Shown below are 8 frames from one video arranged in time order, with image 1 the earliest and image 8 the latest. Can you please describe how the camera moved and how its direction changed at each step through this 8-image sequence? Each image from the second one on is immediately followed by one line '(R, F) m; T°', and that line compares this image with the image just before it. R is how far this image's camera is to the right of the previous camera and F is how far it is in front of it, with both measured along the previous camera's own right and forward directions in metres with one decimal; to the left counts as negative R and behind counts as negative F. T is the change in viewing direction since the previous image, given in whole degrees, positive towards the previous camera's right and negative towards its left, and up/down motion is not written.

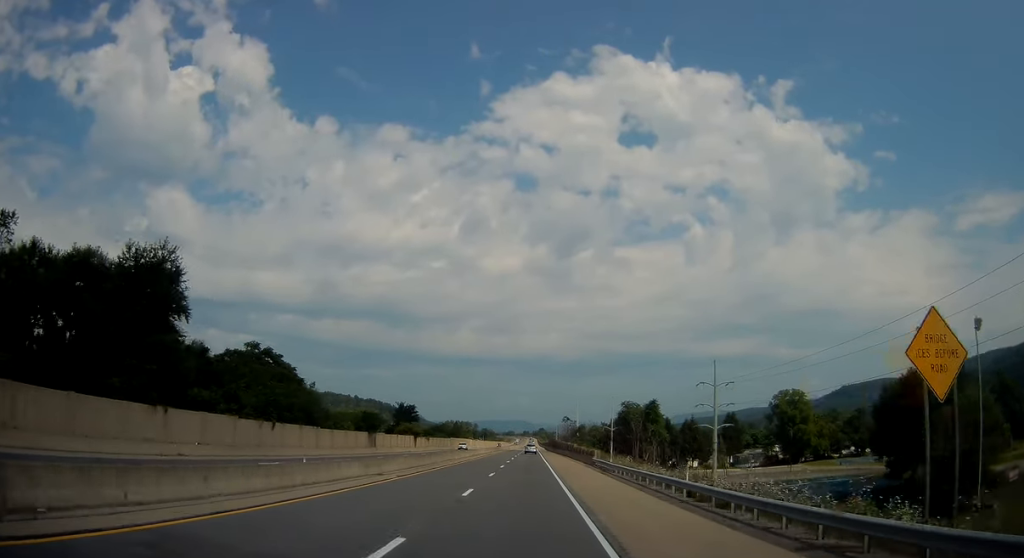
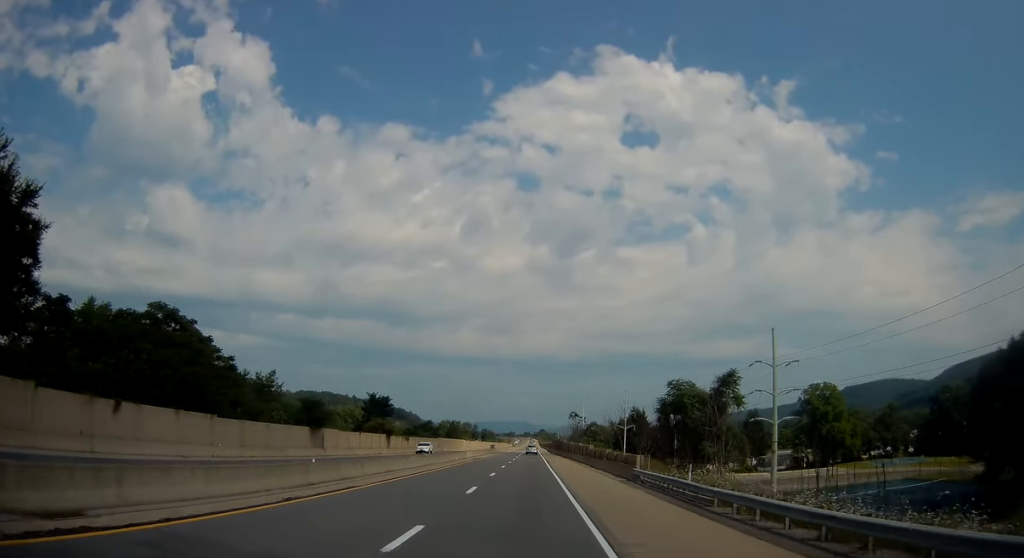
(+0.1, +23.1) m; 0°
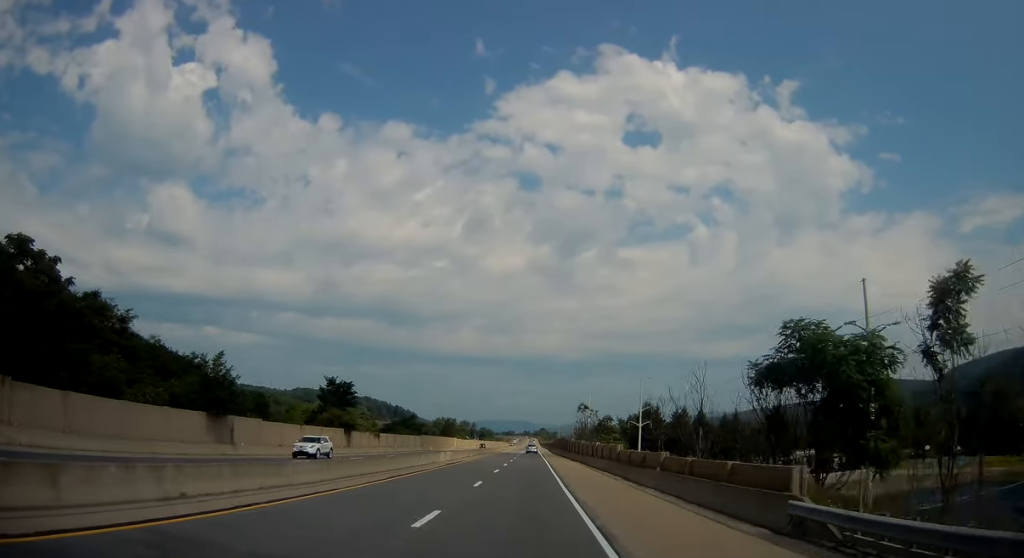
(-0.1, +21.4) m; 0°
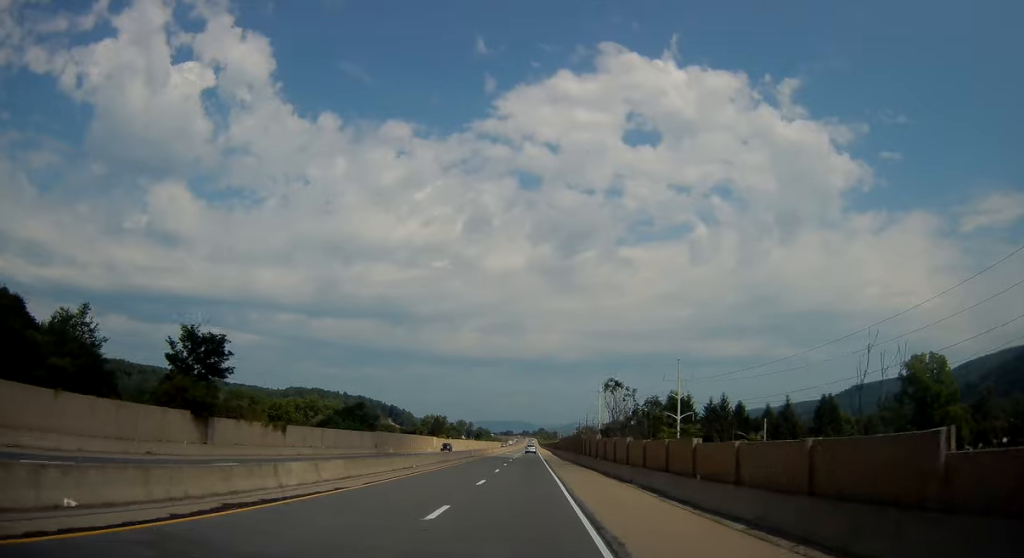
(-0.2, +35.0) m; -1°
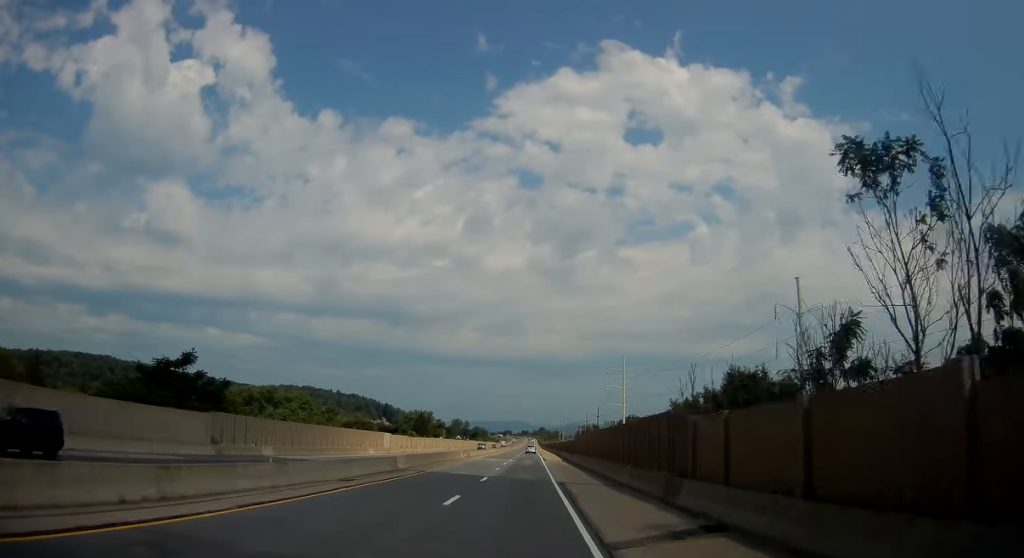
(0.0, +45.4) m; 0°
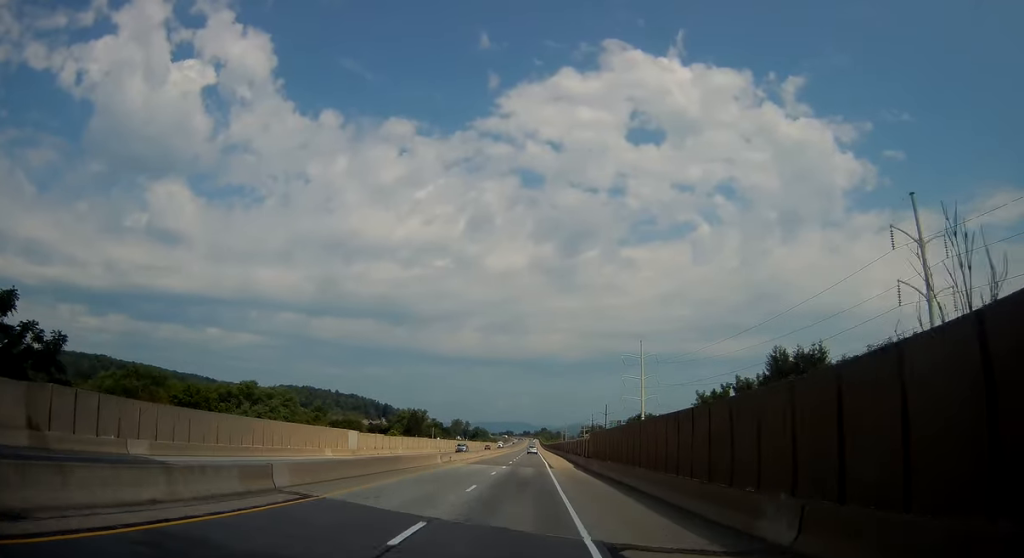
(0.0, +18.8) m; 0°
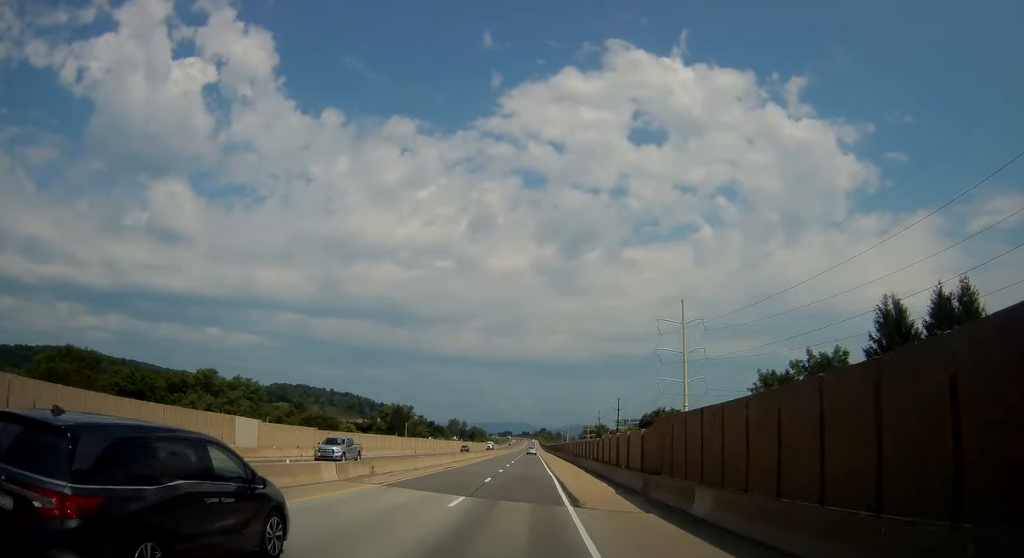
(+0.1, +29.1) m; 0°
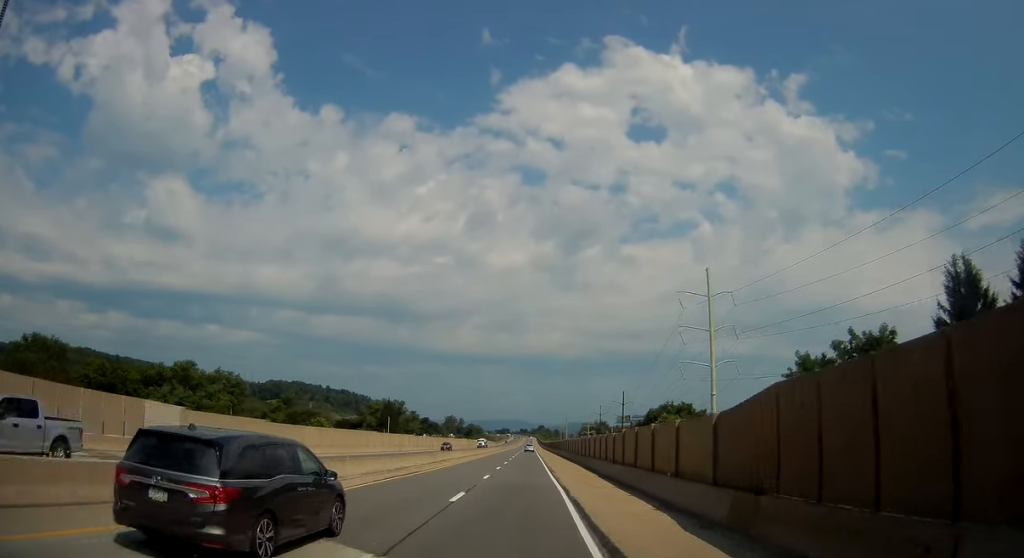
(-0.2, +11.9) m; 0°
